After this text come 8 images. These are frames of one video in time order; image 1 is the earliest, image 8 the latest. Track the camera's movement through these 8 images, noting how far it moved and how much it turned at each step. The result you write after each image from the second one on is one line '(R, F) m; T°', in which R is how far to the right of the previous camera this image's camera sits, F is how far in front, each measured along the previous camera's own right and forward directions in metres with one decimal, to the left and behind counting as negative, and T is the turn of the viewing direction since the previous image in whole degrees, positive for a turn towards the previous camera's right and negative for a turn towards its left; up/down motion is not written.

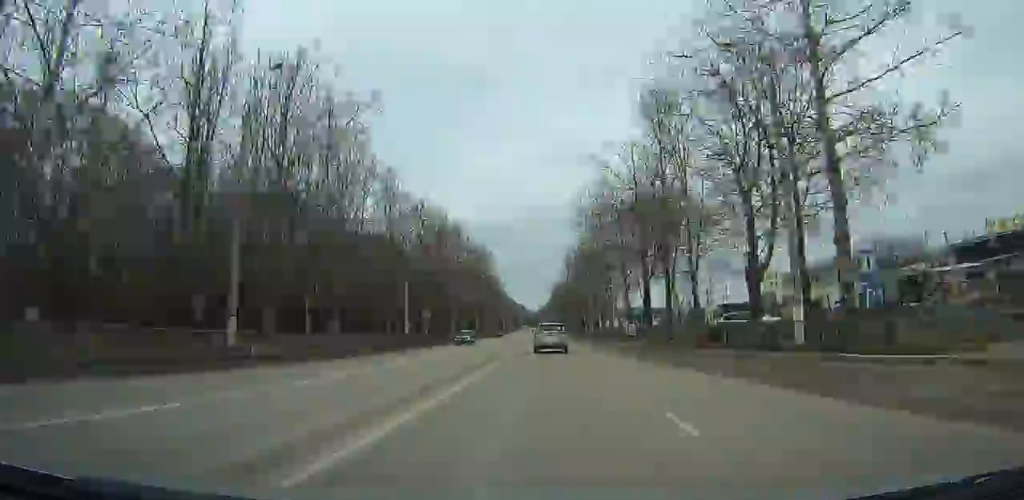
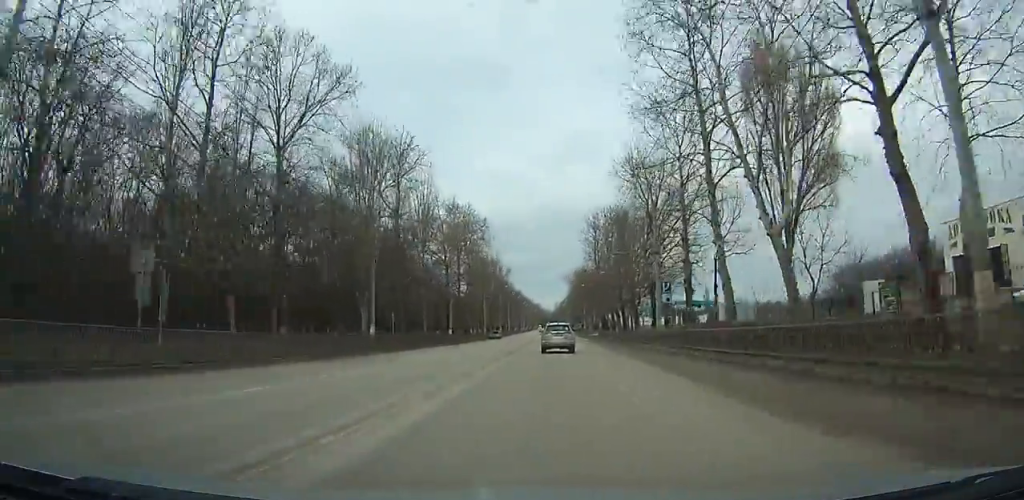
(-0.5, +44.5) m; -1°
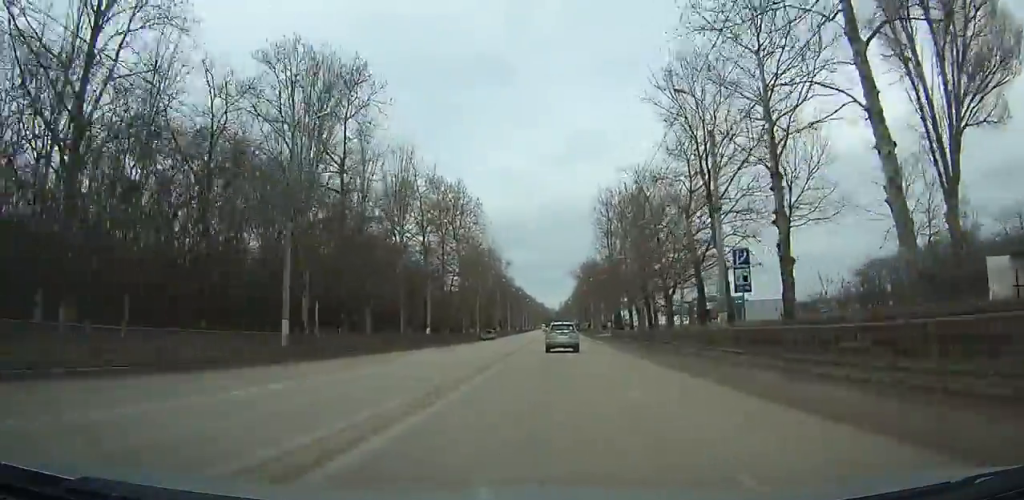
(-0.1, +14.9) m; 0°
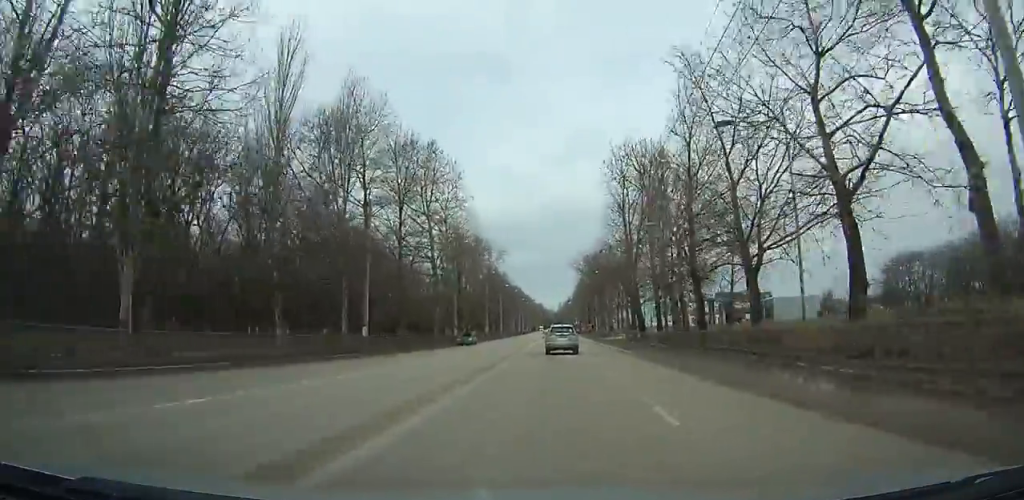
(-0.1, +19.1) m; 0°
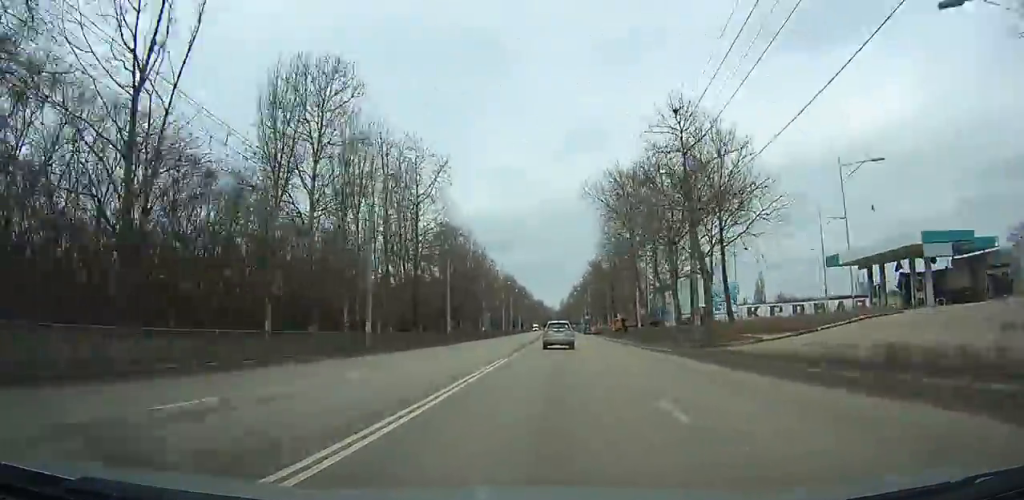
(-0.5, +63.8) m; -1°
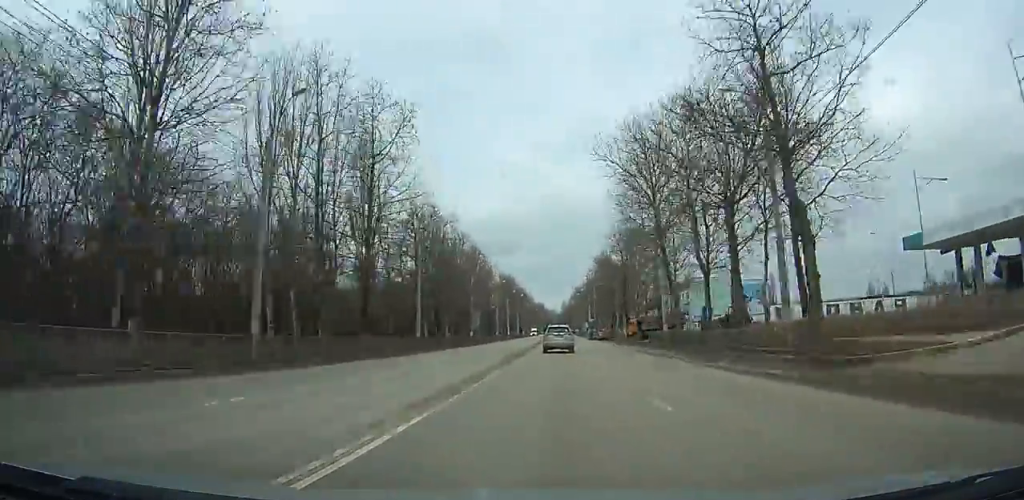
(0.0, +14.5) m; 0°
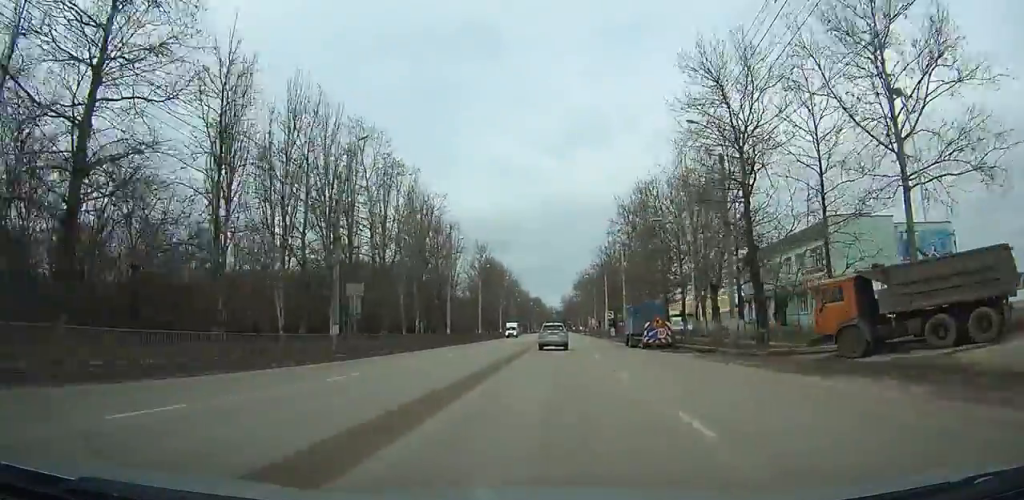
(+0.4, +49.4) m; +1°
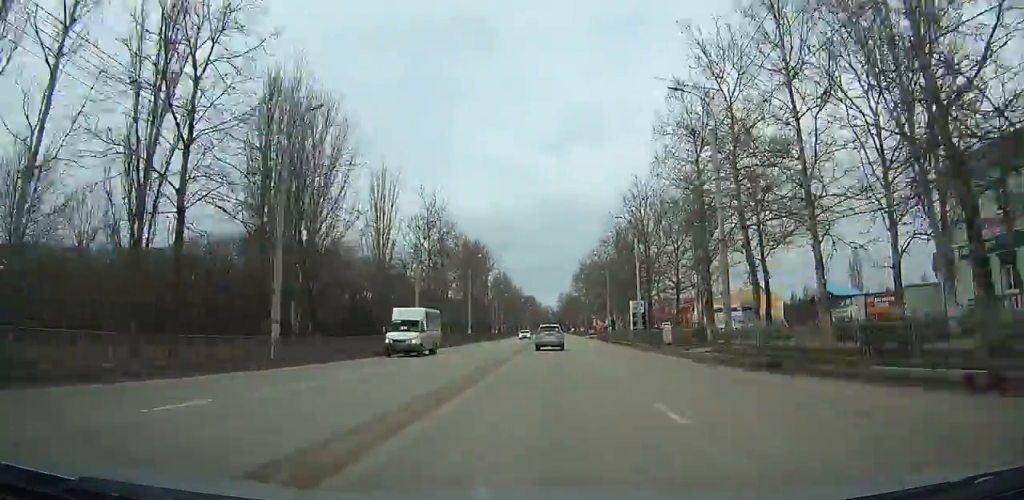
(-0.1, +38.3) m; 0°
